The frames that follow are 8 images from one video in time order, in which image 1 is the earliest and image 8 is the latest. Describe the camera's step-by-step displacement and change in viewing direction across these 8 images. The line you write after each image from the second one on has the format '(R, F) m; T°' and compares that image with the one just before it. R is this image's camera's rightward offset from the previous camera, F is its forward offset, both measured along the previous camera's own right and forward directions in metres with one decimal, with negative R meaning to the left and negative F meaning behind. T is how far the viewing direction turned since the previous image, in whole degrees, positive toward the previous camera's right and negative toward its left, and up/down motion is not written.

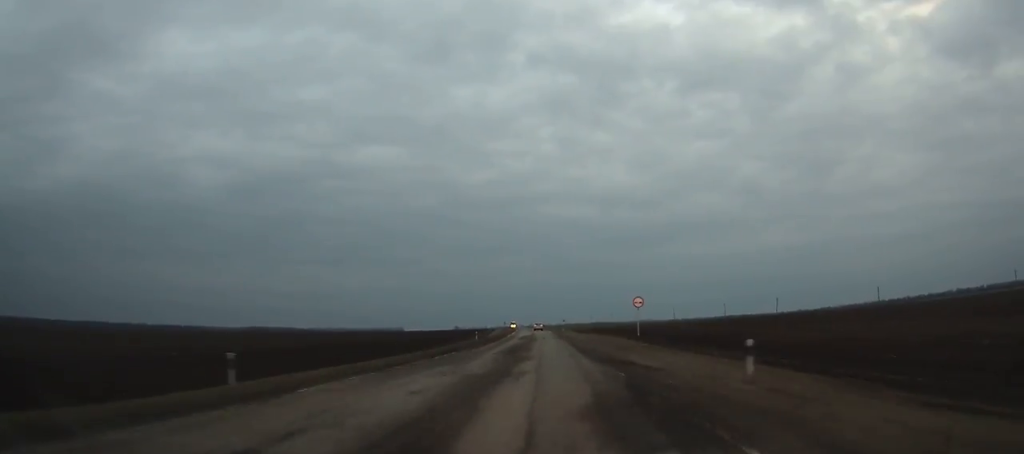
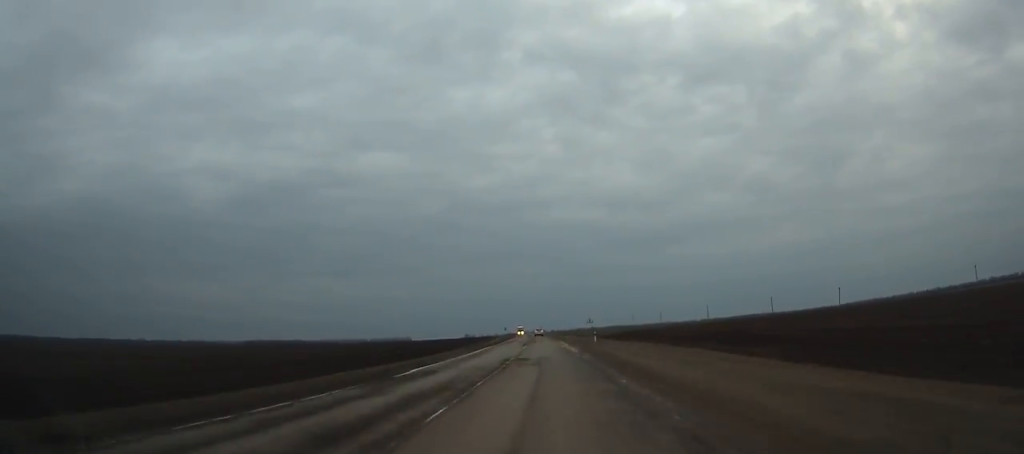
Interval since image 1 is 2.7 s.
(-0.7, +60.8) m; -1°
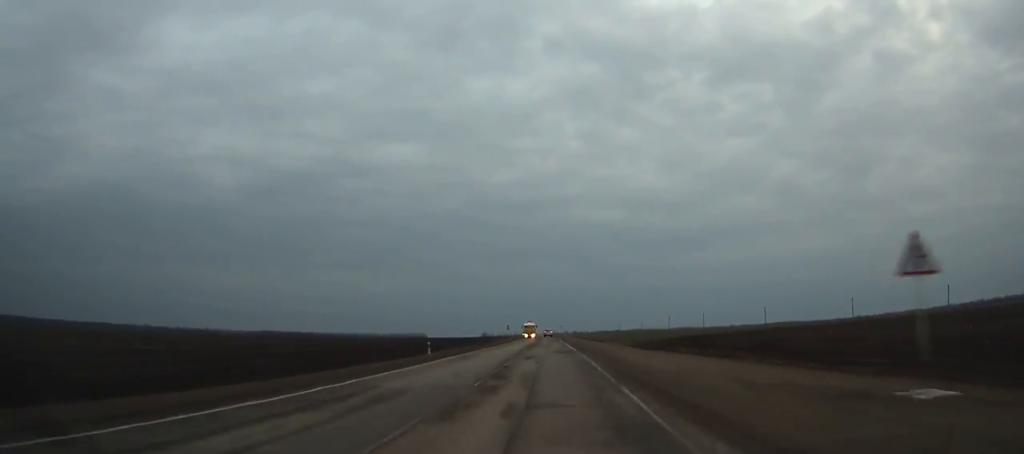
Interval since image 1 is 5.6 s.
(-1.0, +65.7) m; -1°
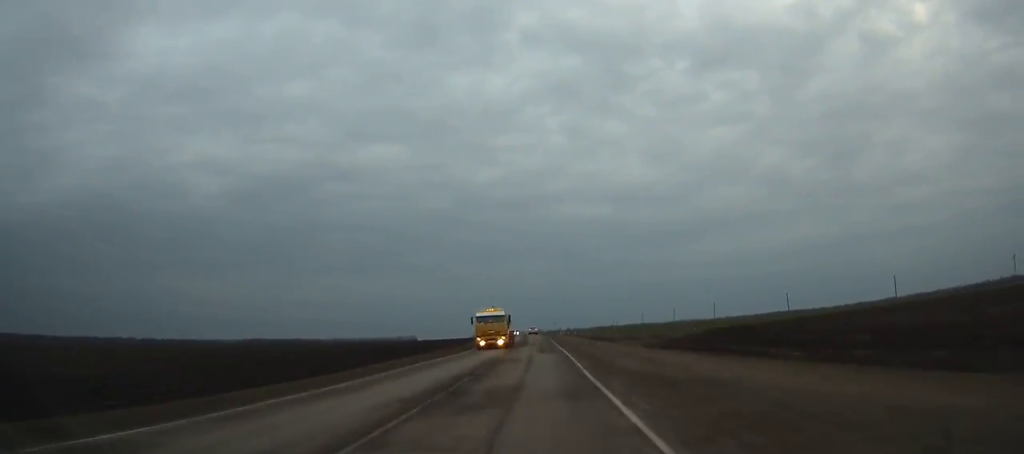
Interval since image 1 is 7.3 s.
(-0.3, +38.8) m; -1°
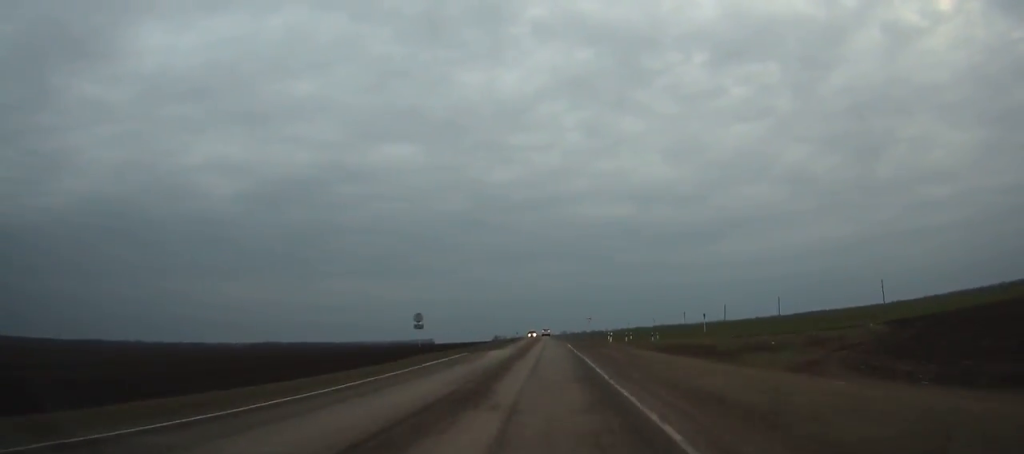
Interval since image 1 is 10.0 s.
(-0.5, +62.0) m; -1°
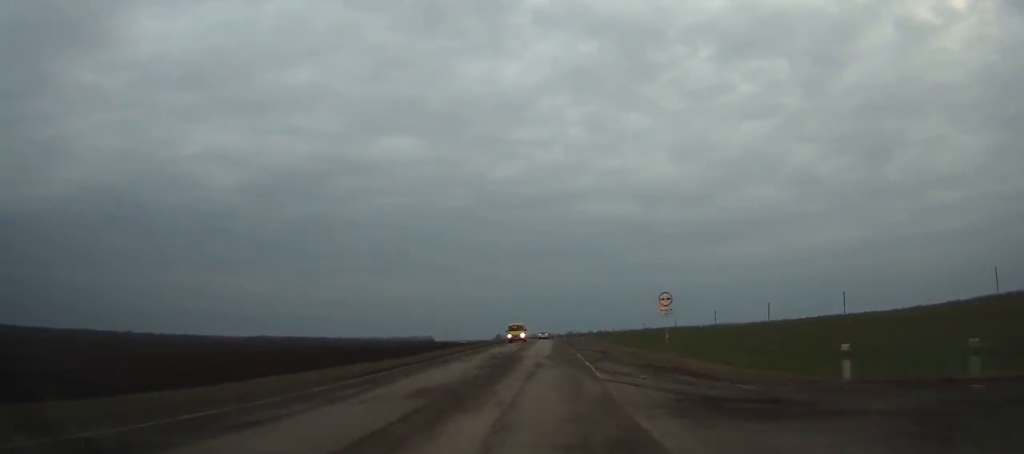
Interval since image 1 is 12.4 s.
(-0.4, +55.6) m; -1°
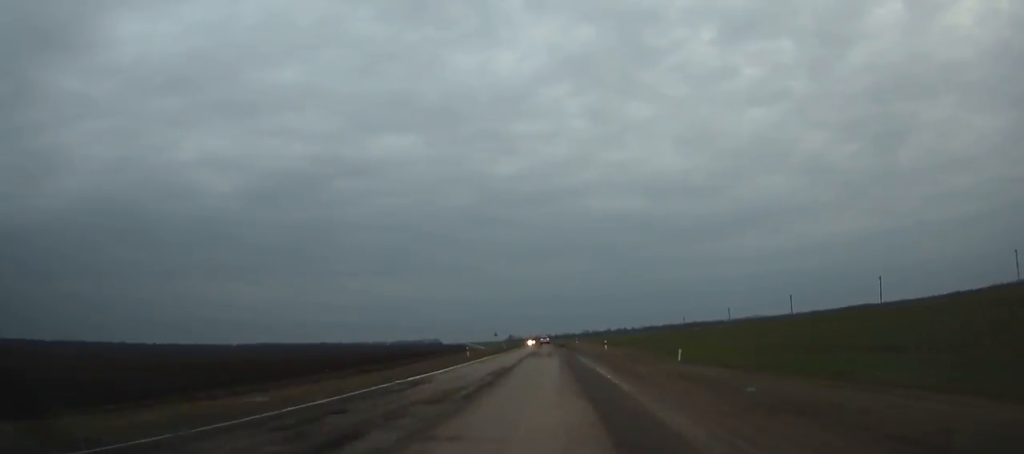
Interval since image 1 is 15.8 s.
(-0.7, +79.2) m; -1°
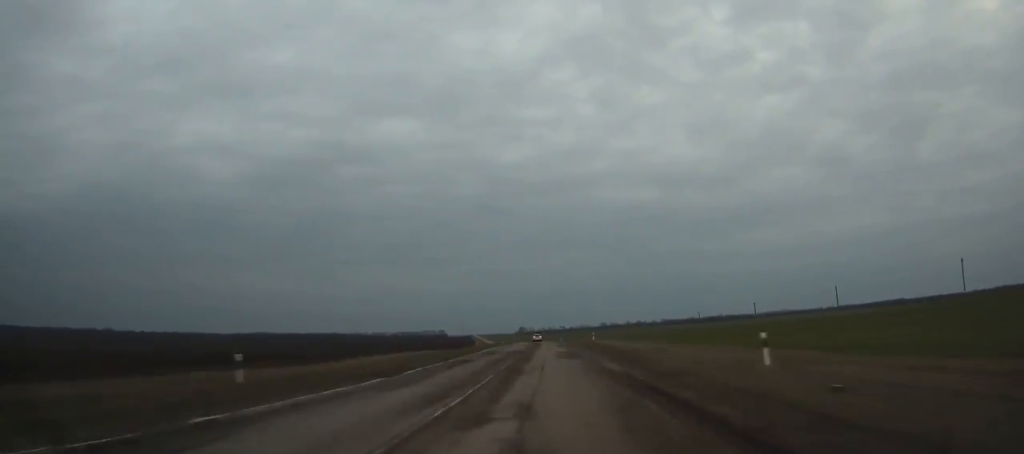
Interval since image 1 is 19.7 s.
(-1.1, +91.4) m; -2°
